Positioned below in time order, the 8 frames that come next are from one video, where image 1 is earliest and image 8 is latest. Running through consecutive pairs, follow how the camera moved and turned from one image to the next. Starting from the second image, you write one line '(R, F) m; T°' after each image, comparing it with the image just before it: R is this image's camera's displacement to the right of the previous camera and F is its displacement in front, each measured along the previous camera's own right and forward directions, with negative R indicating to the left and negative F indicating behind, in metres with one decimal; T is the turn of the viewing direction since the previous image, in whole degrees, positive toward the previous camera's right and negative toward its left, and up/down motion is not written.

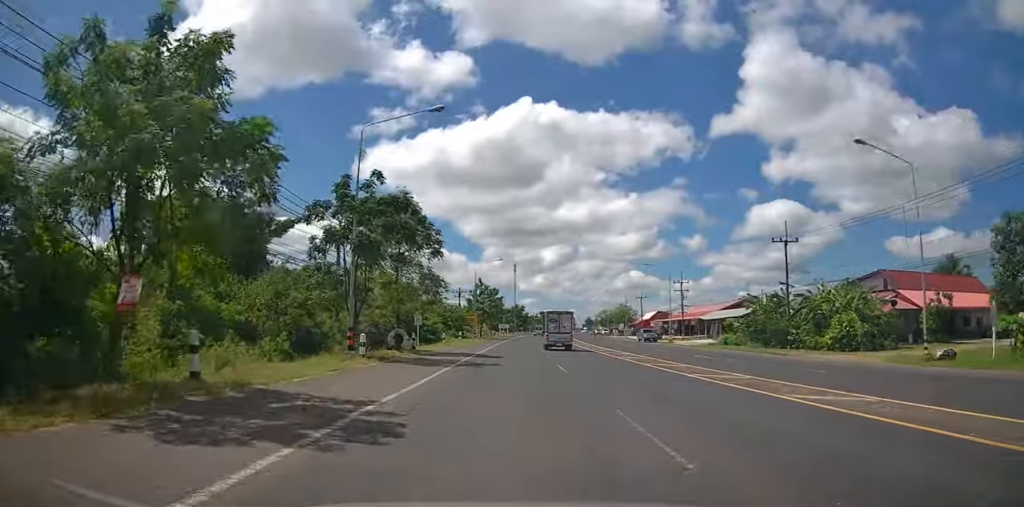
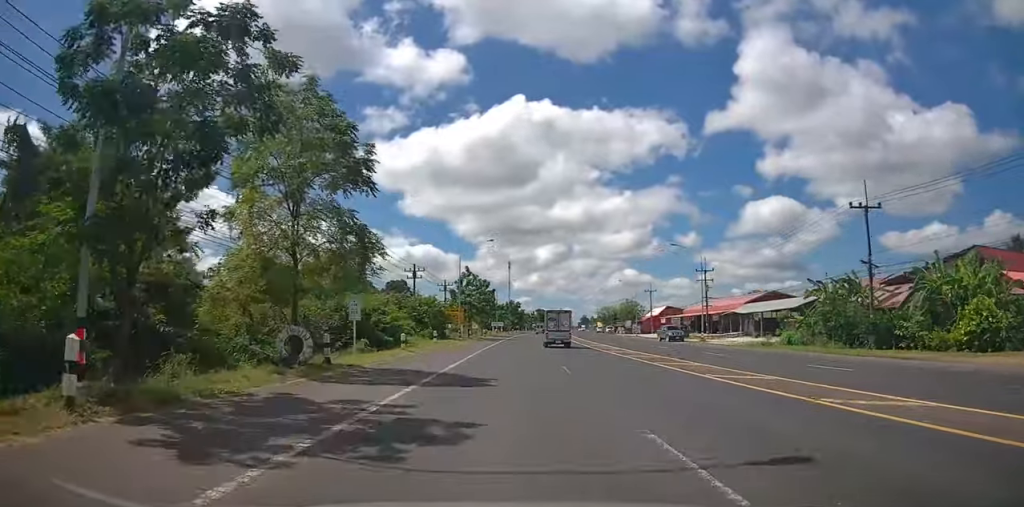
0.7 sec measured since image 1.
(0.0, +13.5) m; 0°
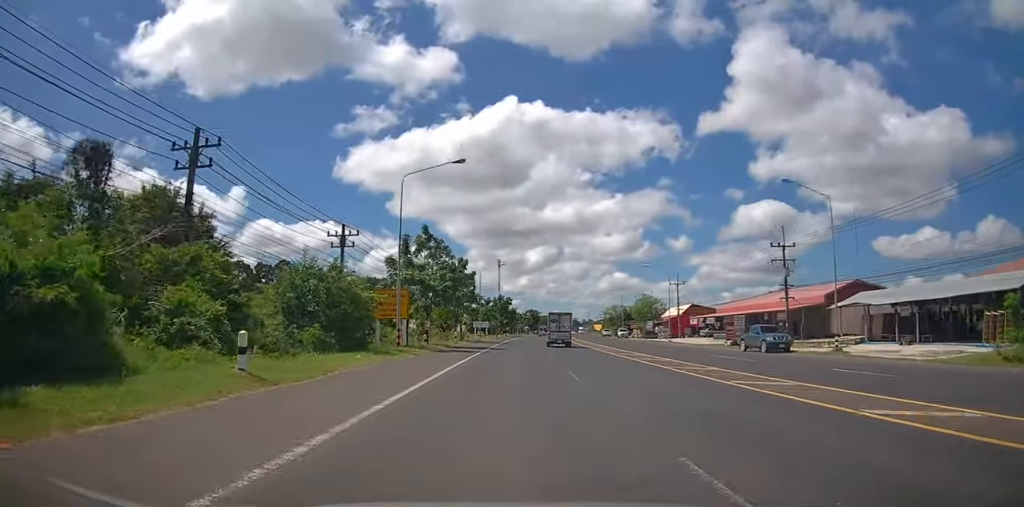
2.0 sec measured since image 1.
(+0.4, +25.7) m; +2°
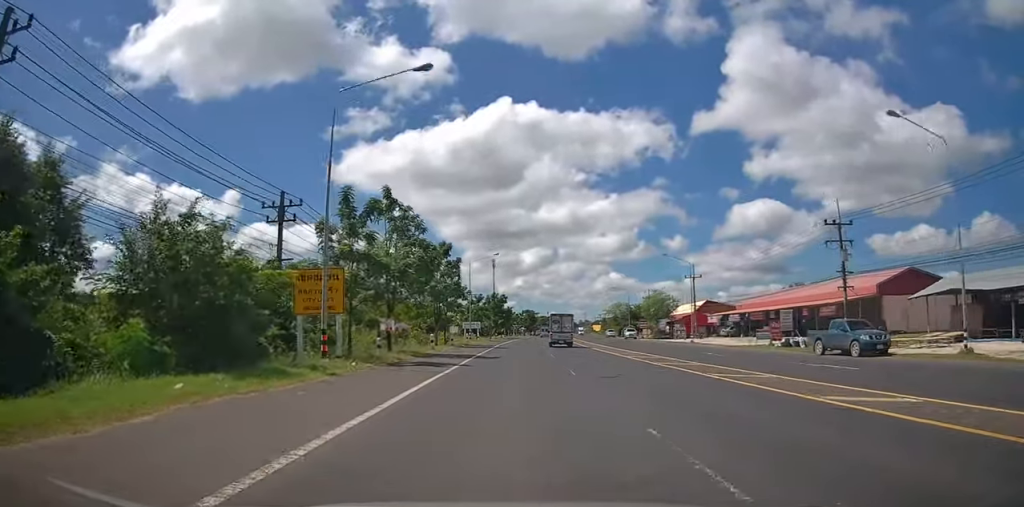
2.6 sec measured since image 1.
(+0.1, +10.5) m; +1°
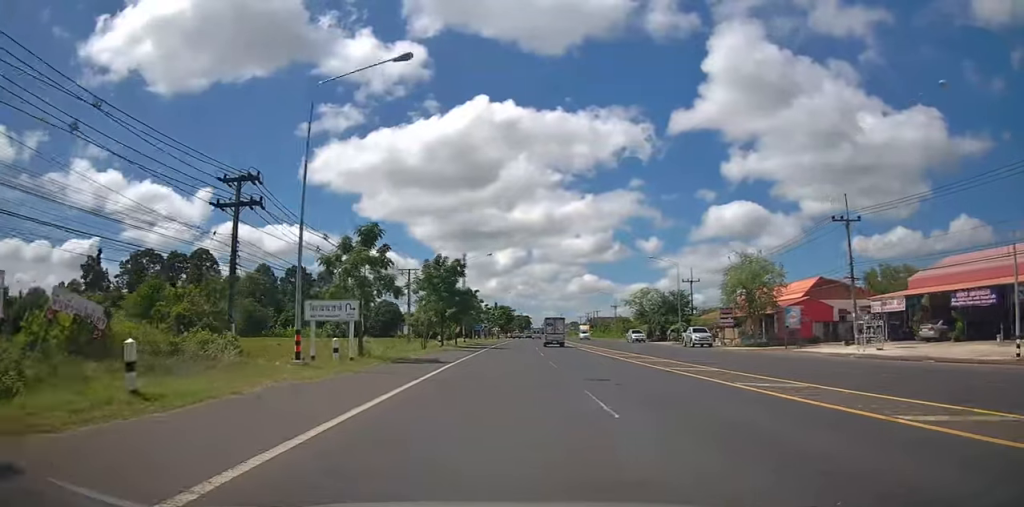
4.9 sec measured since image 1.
(+0.7, +44.6) m; +2°
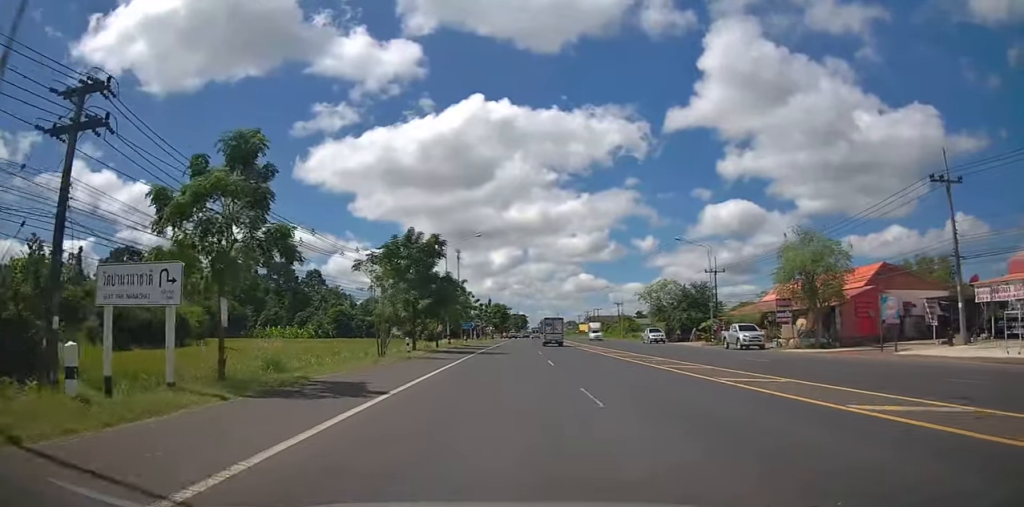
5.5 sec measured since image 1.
(0.0, +11.3) m; +1°
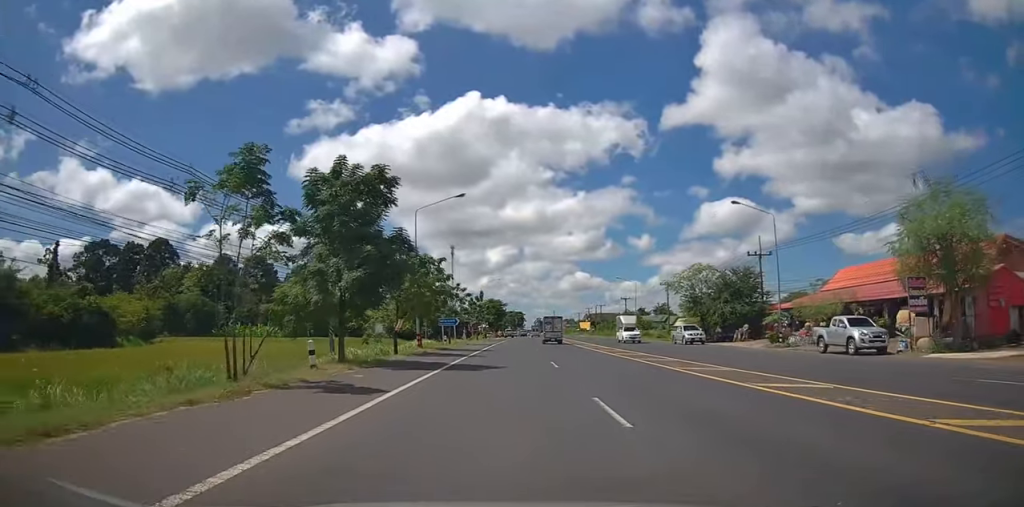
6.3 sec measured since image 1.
(+0.1, +14.0) m; +1°
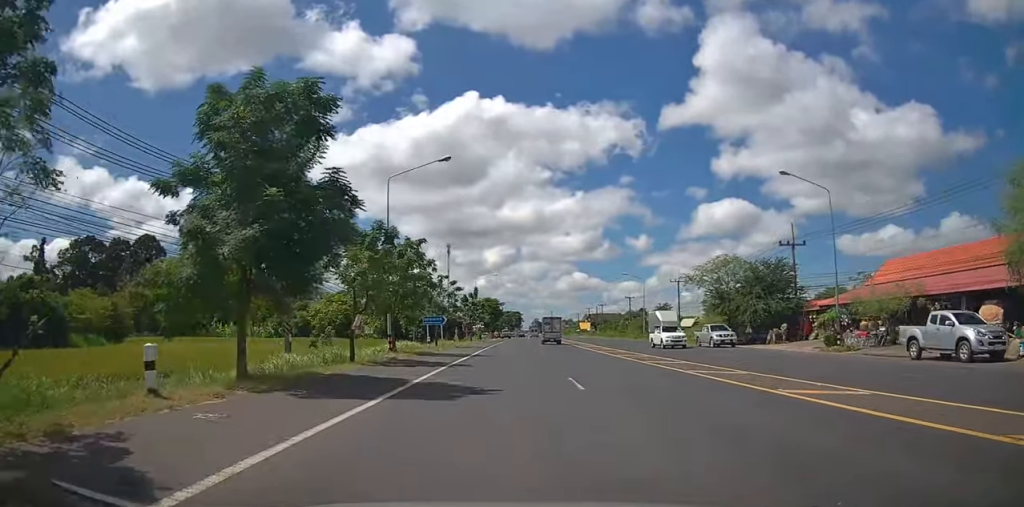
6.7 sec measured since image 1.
(0.0, +7.4) m; 0°
